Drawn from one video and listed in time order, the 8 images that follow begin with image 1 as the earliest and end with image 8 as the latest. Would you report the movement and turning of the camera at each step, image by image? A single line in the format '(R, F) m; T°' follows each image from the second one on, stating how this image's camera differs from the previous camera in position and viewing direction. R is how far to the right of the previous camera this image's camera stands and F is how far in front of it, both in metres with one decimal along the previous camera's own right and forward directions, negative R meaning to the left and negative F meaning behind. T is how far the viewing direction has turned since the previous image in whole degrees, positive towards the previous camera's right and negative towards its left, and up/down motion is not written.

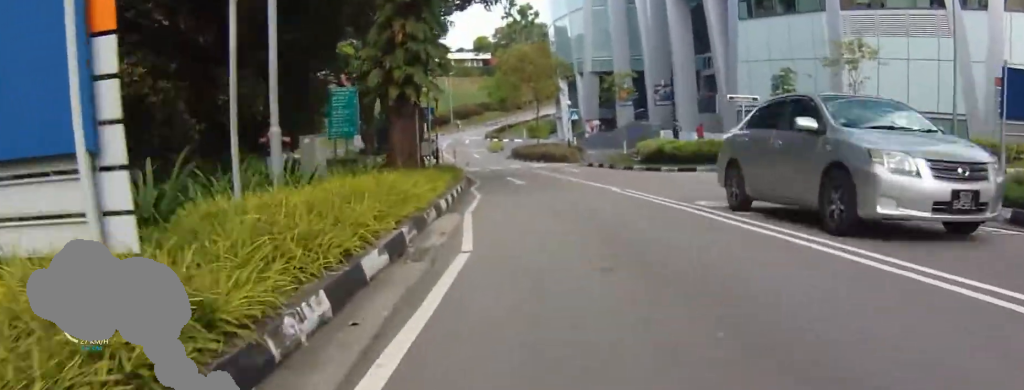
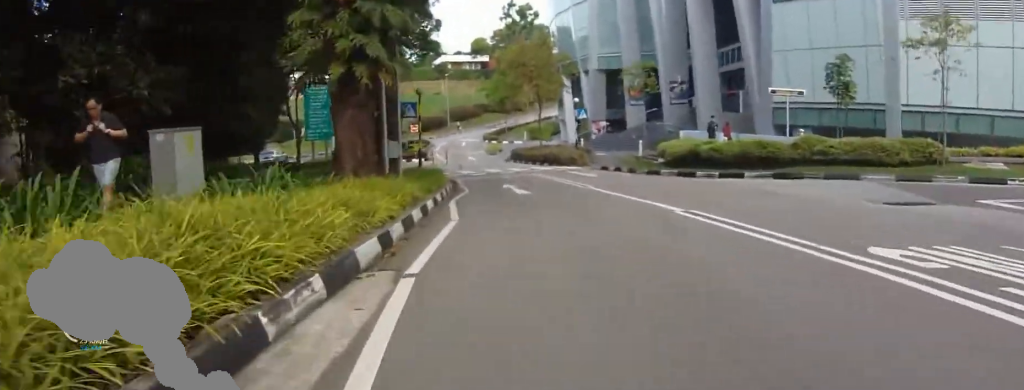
(-0.2, +7.1) m; +1°
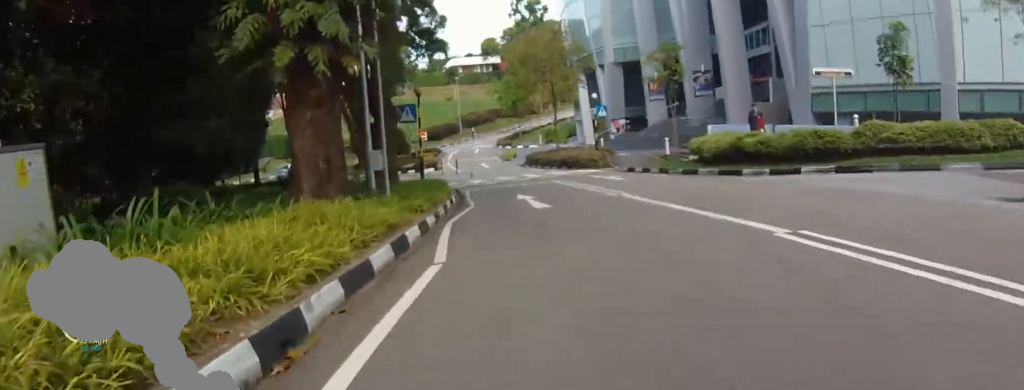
(+0.2, +4.3) m; +2°
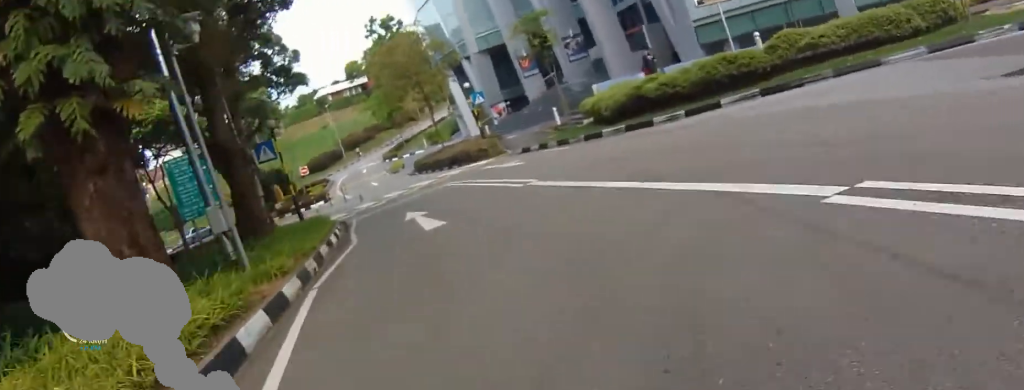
(+0.1, +3.6) m; +1°
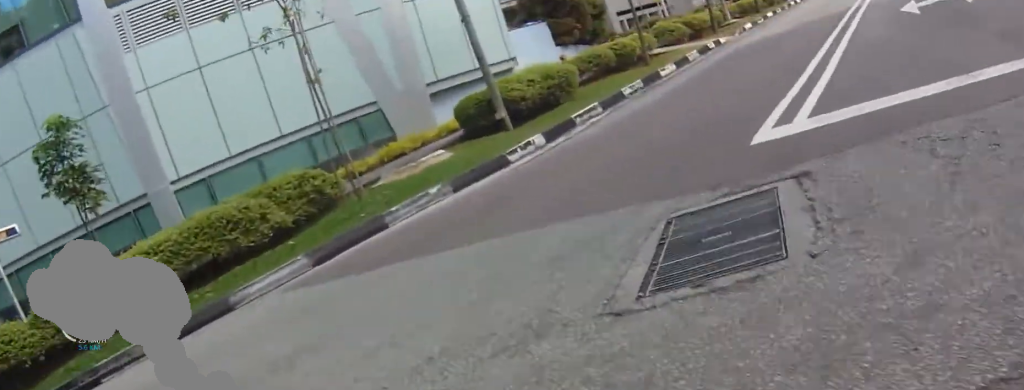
(+0.1, +8.6) m; +5°
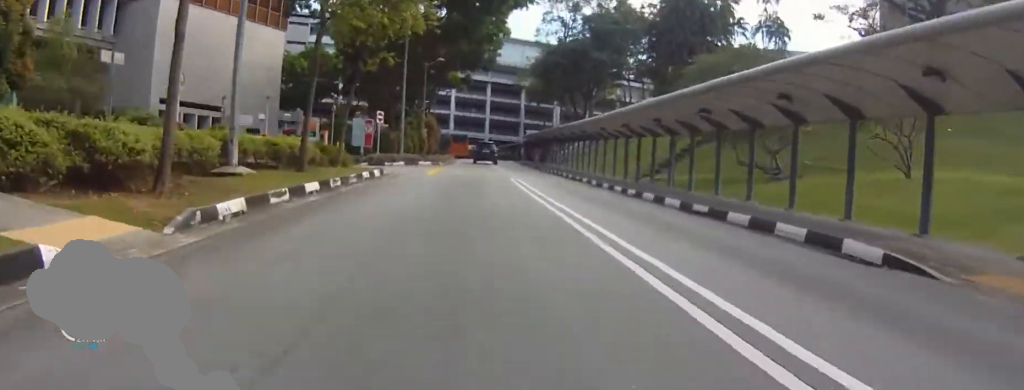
(+3.5, +15.5) m; +52°
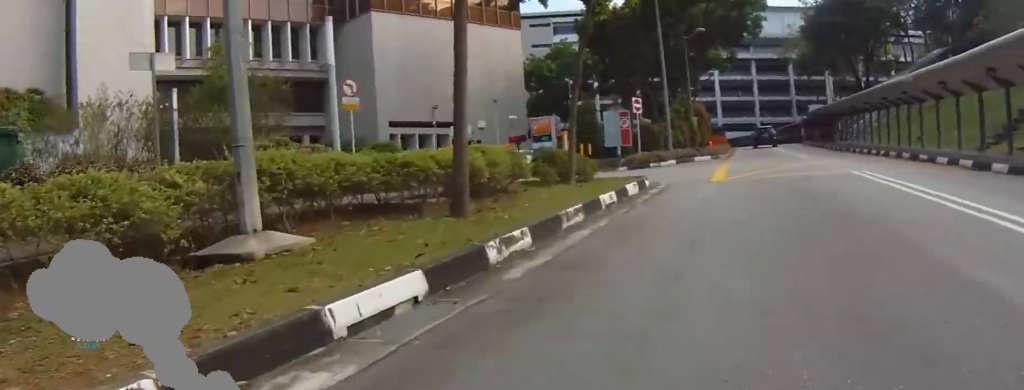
(+3.3, +8.2) m; +14°
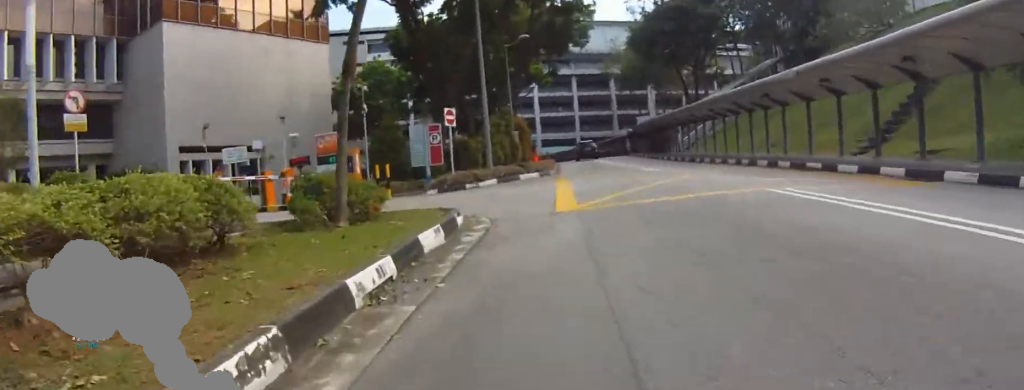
(-0.7, +5.1) m; -8°
